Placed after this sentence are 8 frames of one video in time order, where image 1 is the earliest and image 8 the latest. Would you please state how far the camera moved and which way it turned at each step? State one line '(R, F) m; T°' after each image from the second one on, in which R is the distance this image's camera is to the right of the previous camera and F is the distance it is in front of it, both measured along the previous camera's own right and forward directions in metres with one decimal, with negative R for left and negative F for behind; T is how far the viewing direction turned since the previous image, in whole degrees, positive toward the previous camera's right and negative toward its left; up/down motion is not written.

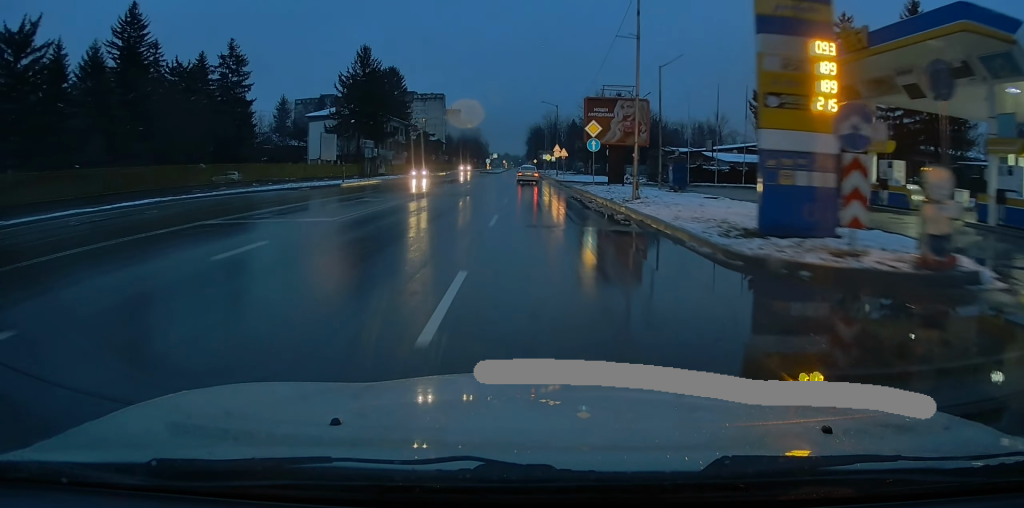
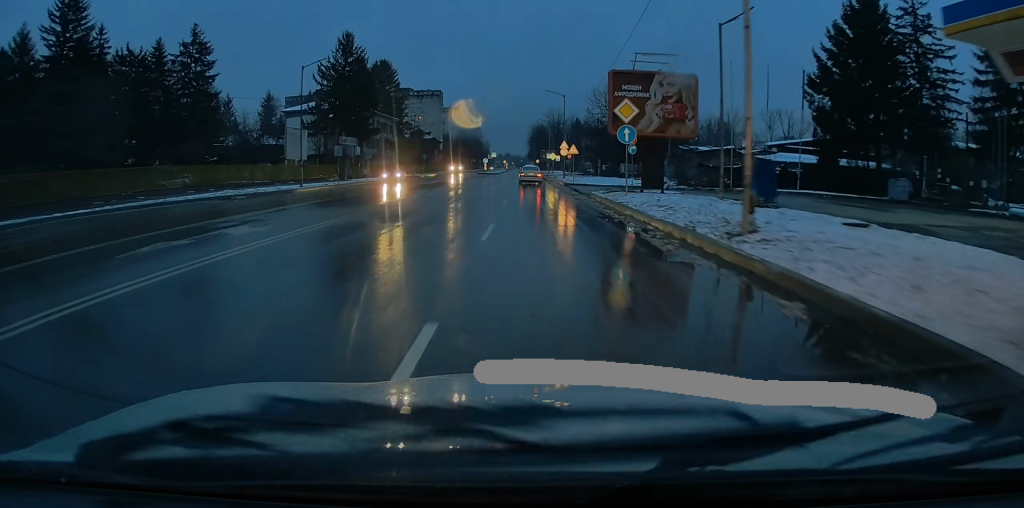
(-0.2, +11.2) m; 0°
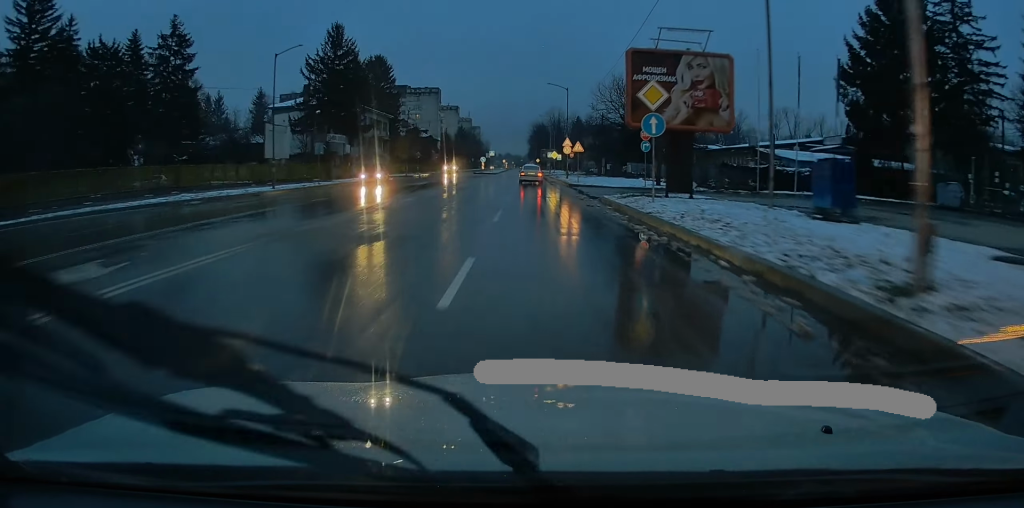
(-0.1, +5.2) m; +1°
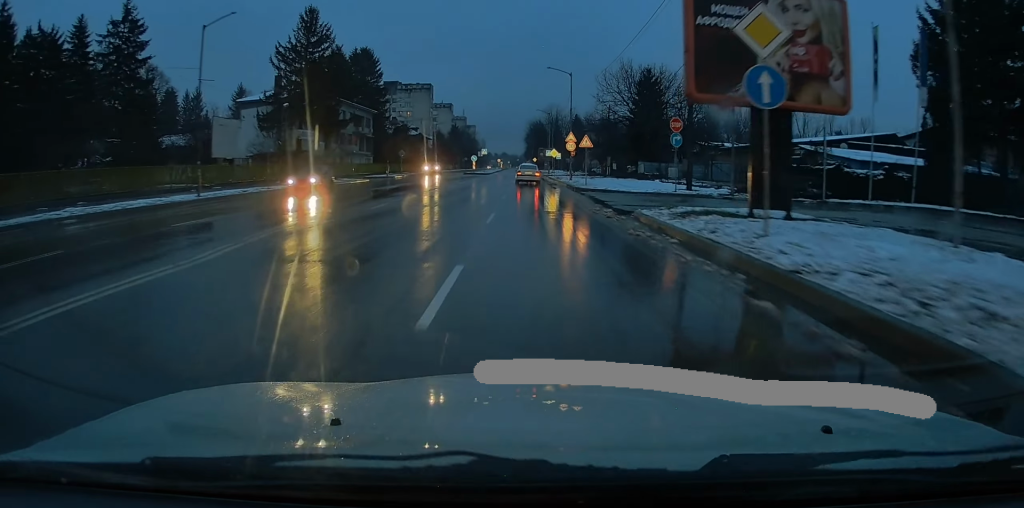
(+0.2, +9.5) m; 0°
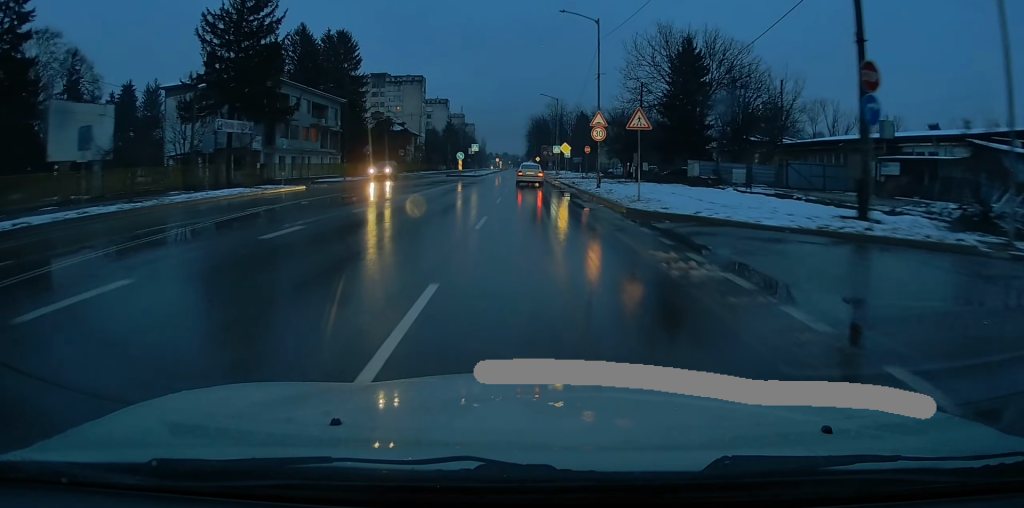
(-0.3, +18.8) m; -1°
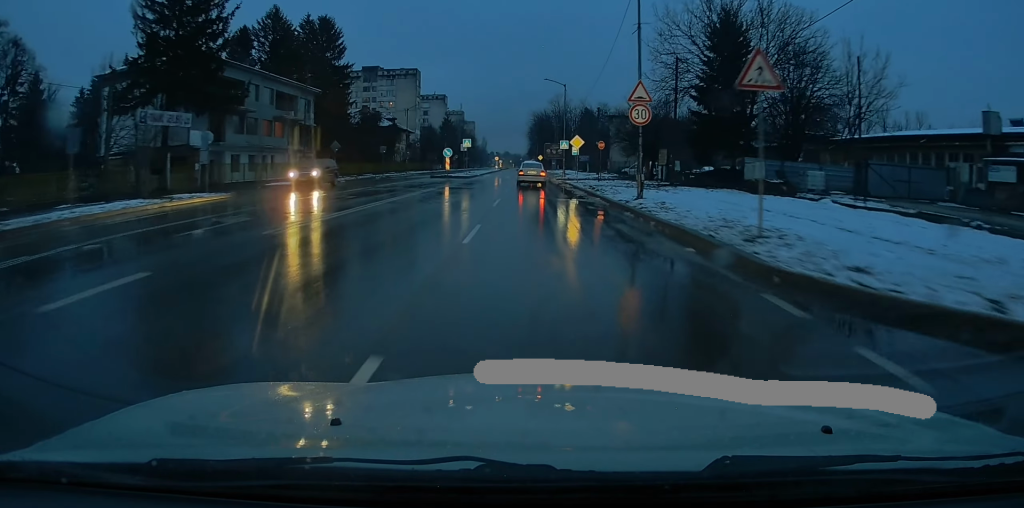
(+0.1, +11.1) m; 0°
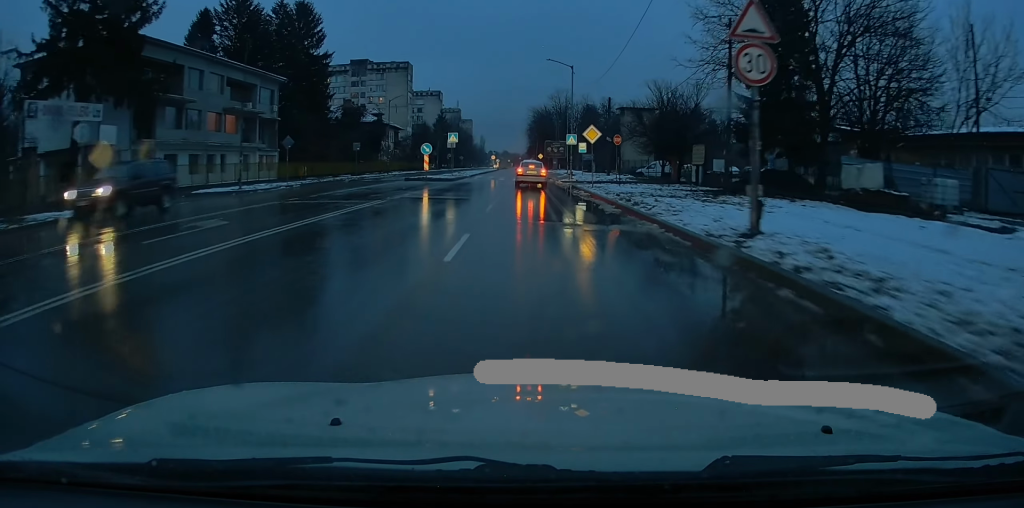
(-0.1, +10.4) m; 0°
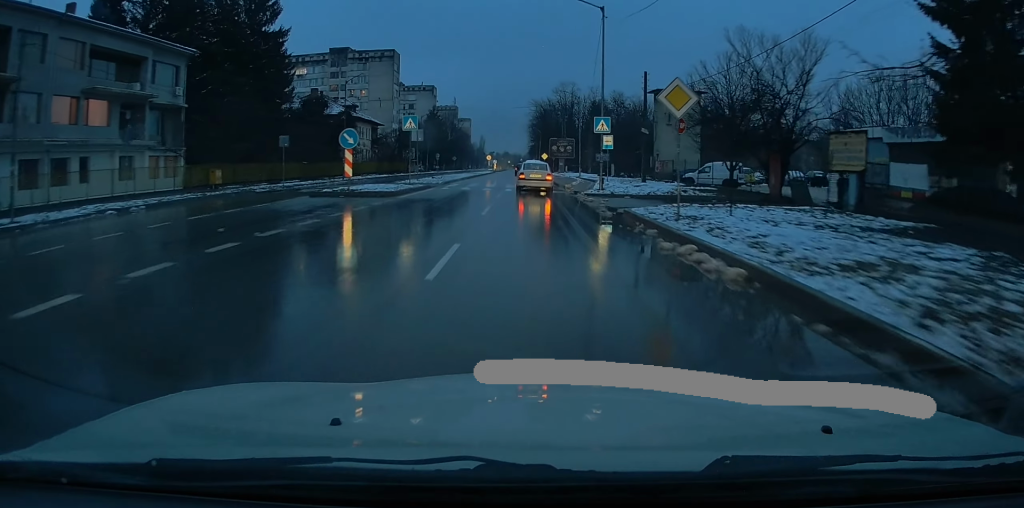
(+0.3, +18.5) m; +1°
